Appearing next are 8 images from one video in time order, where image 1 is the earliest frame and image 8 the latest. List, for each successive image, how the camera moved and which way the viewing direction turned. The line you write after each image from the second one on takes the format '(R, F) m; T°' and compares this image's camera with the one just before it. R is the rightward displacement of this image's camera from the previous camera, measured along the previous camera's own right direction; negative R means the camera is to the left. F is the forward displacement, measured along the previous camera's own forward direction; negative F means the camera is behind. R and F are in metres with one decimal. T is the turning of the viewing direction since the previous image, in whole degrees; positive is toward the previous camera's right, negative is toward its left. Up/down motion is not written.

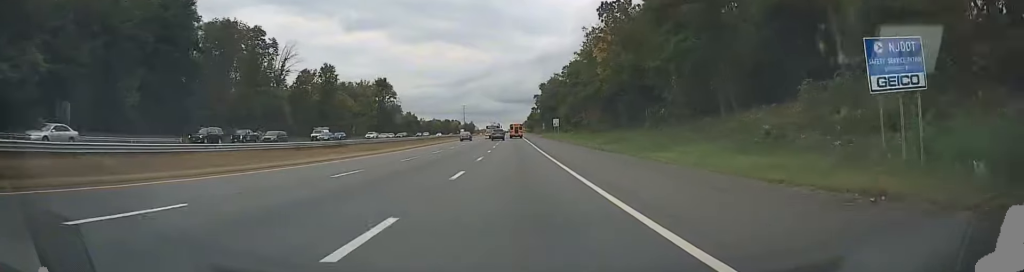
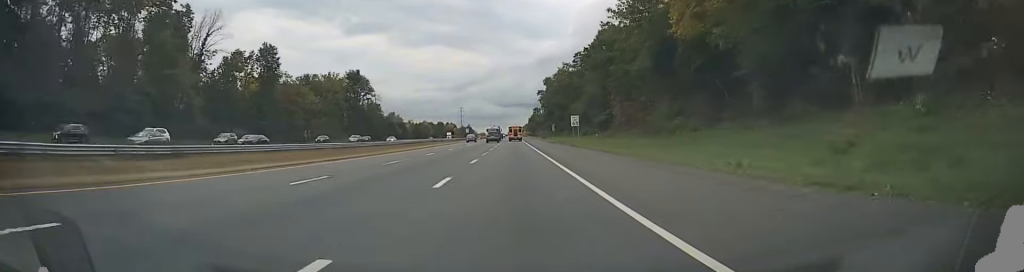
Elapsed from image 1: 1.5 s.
(+0.2, +36.8) m; 0°
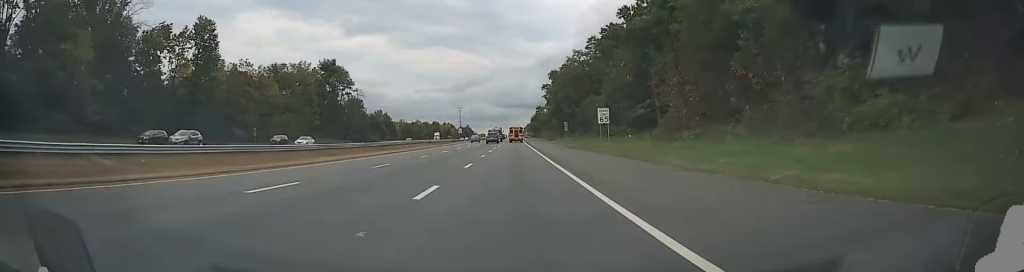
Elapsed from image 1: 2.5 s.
(-0.1, +26.8) m; -1°
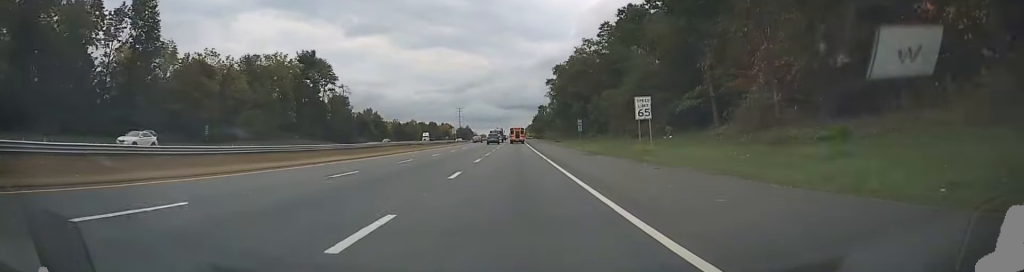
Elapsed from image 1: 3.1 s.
(-0.1, +19.6) m; 0°
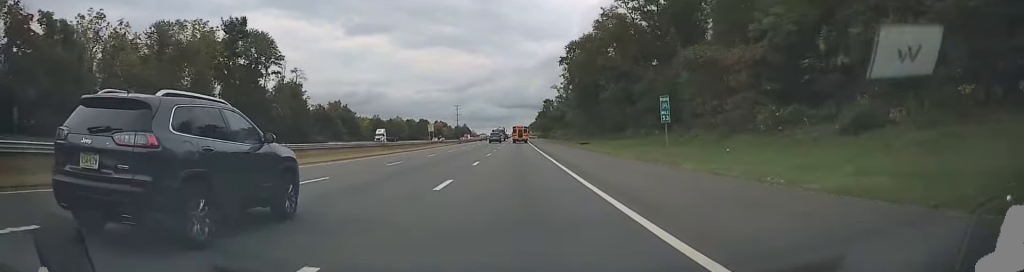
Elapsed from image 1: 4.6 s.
(+0.1, +43.0) m; 0°
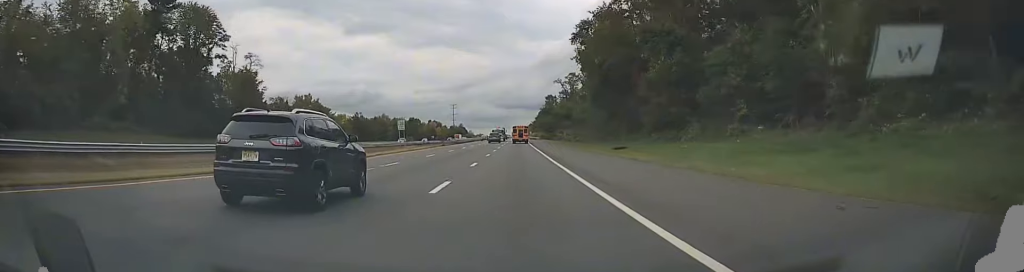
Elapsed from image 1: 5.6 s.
(0.0, +25.1) m; 0°
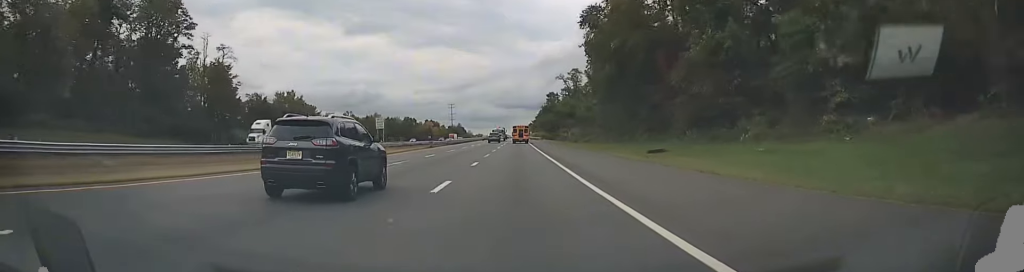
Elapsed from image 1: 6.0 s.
(0.0, +12.1) m; 0°
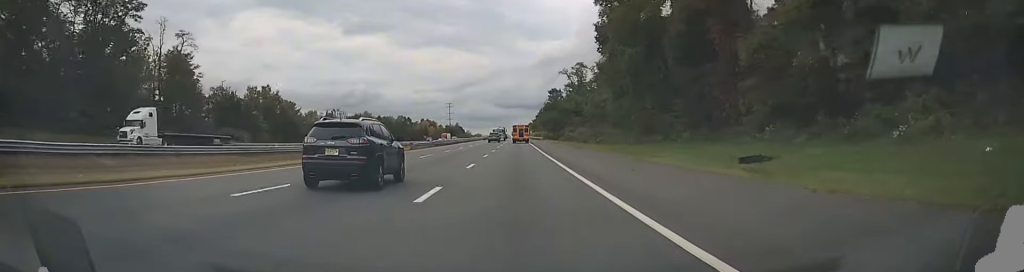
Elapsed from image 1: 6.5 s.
(+0.1, +16.1) m; 0°
